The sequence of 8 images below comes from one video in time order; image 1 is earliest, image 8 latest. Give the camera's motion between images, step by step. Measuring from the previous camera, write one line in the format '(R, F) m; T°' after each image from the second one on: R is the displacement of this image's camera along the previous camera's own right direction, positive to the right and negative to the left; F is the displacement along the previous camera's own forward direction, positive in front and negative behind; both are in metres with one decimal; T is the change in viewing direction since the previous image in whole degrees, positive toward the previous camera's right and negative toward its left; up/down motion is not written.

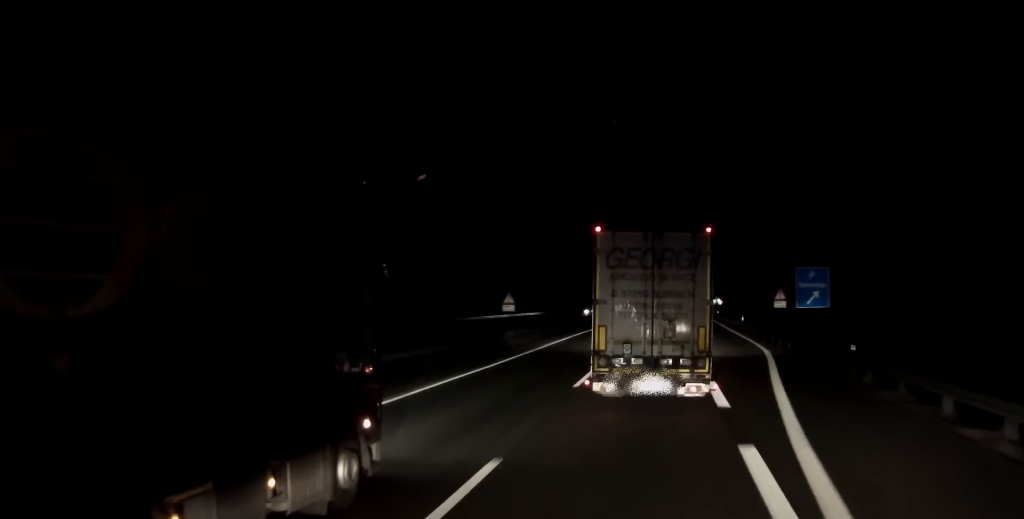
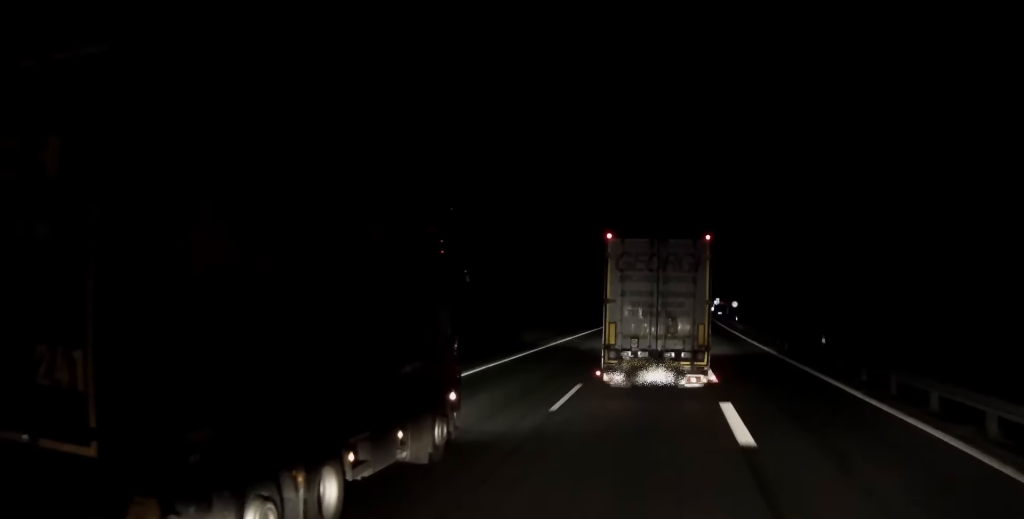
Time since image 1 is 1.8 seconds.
(+0.1, +41.3) m; +1°
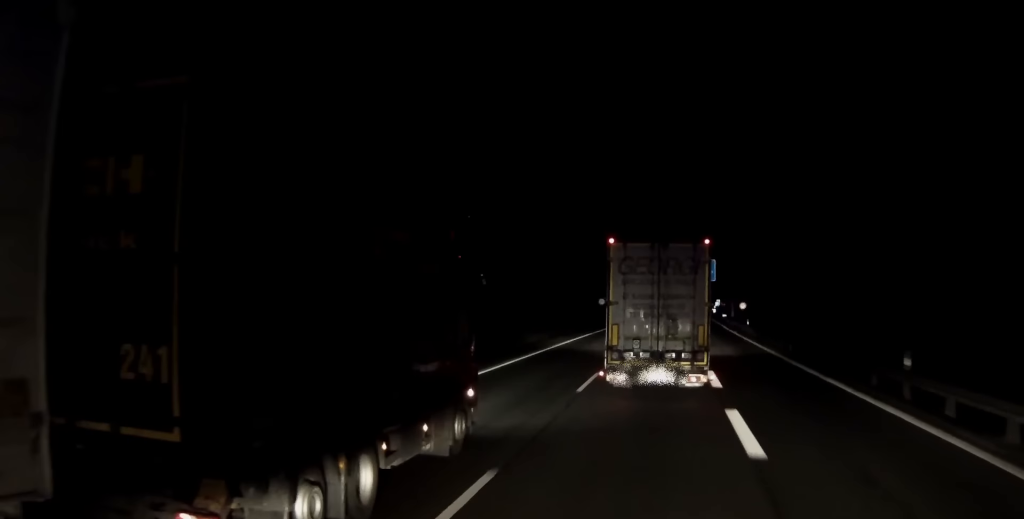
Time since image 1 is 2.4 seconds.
(+0.1, +13.0) m; 0°
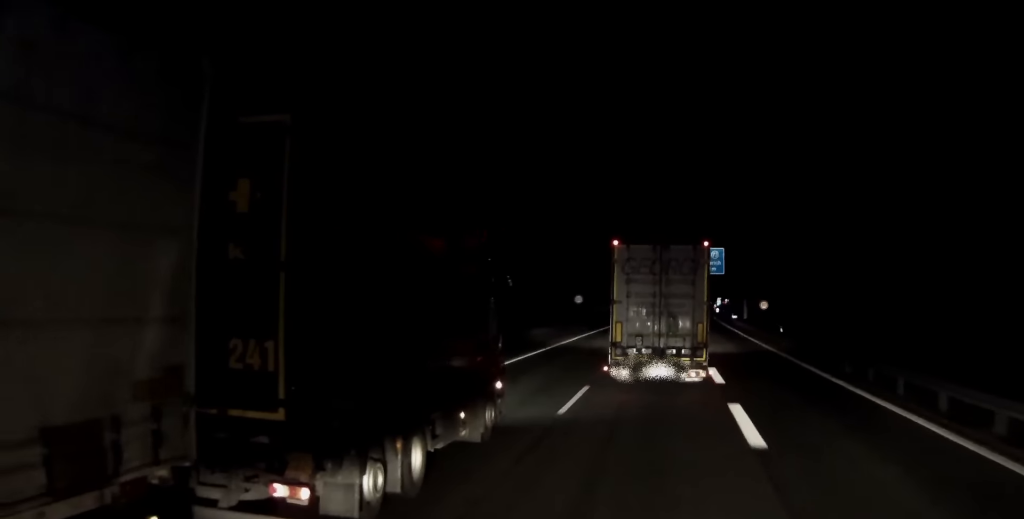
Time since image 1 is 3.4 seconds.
(0.0, +23.0) m; 0°
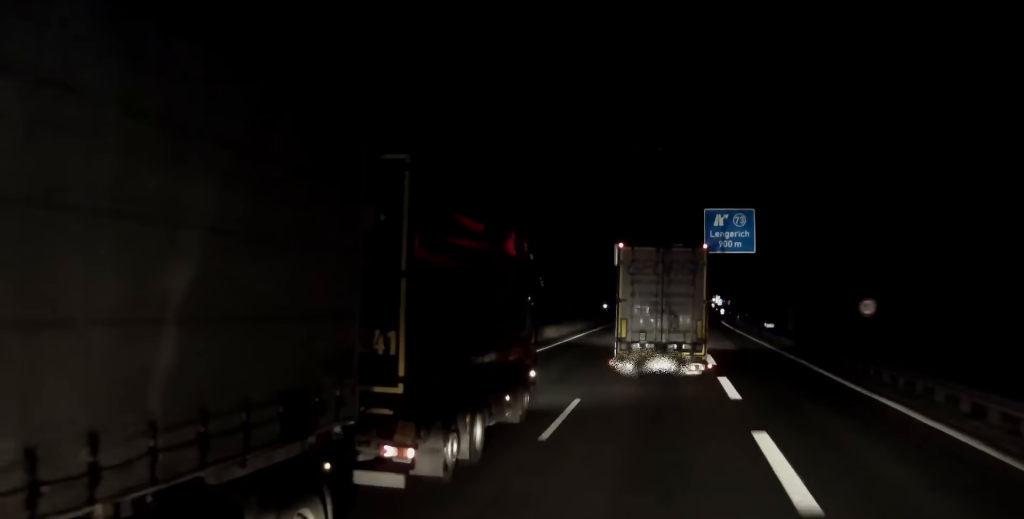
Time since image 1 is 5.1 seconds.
(0.0, +40.8) m; +1°
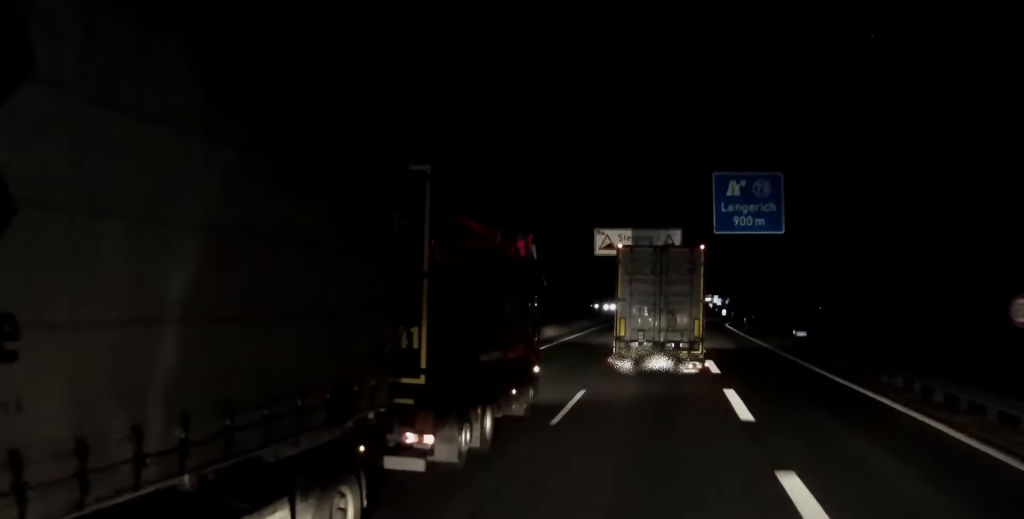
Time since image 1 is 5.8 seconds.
(+0.2, +16.1) m; 0°
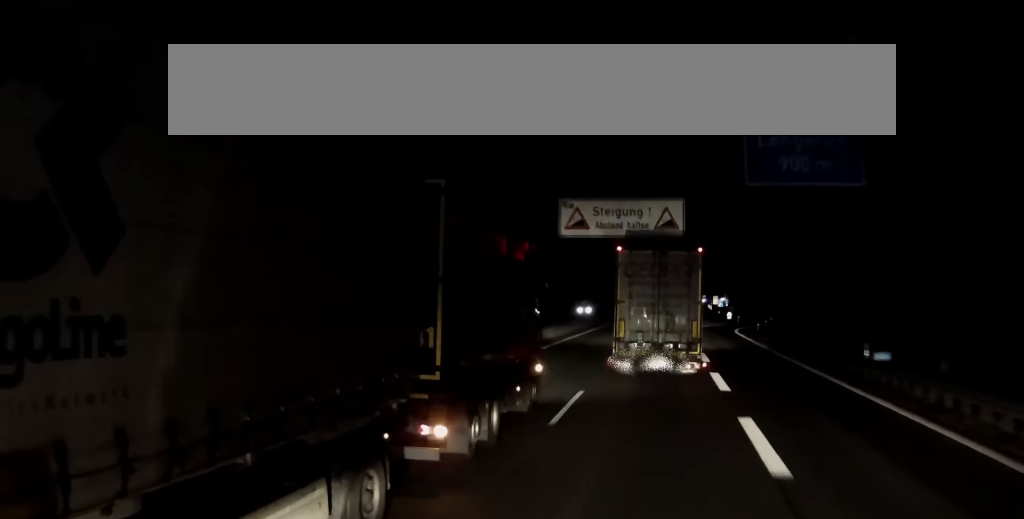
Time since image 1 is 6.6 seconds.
(0.0, +17.7) m; 0°
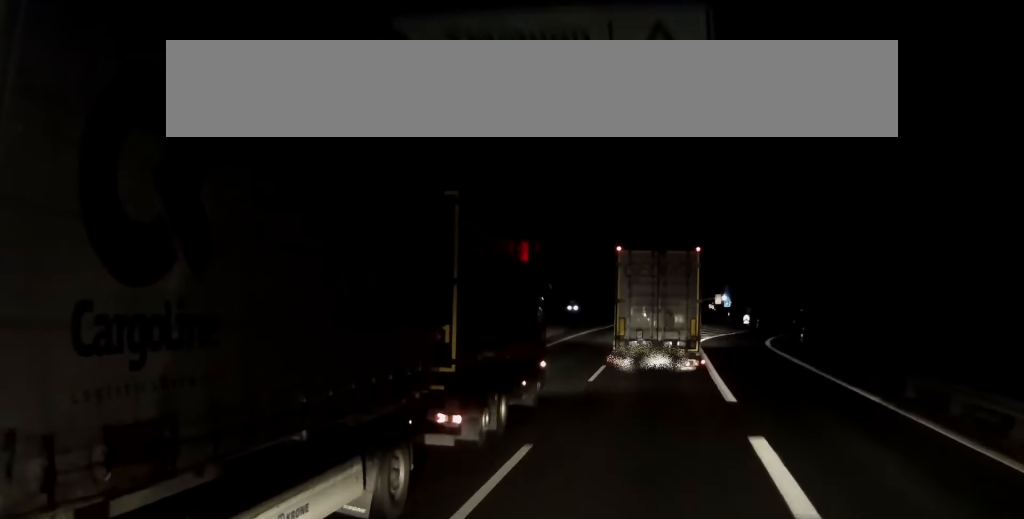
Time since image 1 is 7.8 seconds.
(0.0, +26.9) m; 0°
